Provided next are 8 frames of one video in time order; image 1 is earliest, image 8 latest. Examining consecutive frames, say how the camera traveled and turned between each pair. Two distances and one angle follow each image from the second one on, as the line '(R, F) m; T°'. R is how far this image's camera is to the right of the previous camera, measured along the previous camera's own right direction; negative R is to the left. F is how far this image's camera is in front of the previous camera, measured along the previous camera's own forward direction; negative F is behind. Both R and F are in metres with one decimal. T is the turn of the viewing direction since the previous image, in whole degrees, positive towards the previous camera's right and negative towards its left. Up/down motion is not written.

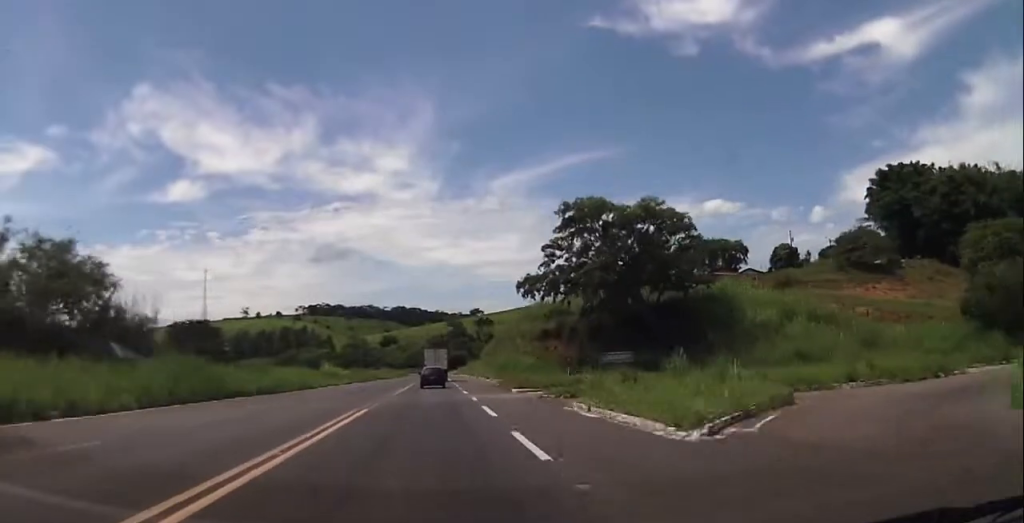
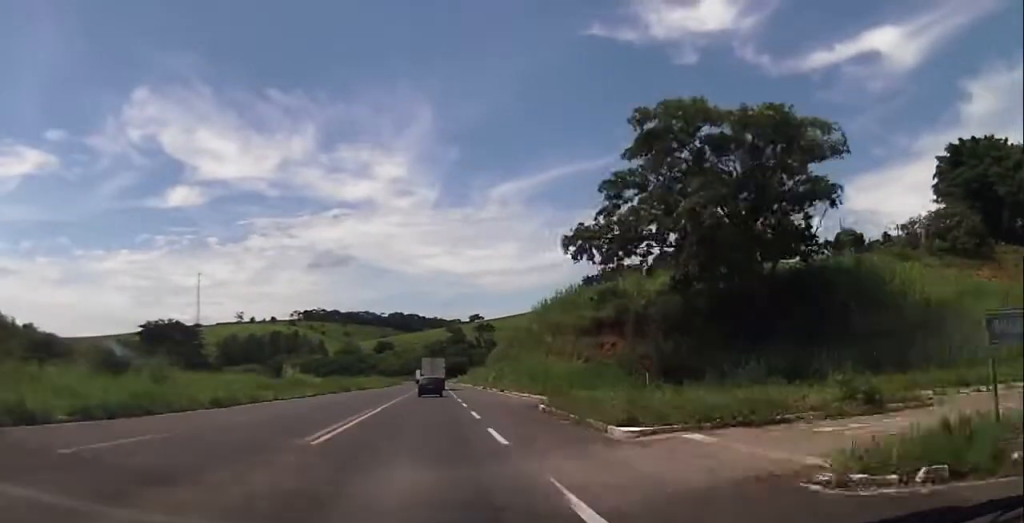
(-2.8, +20.2) m; -8°
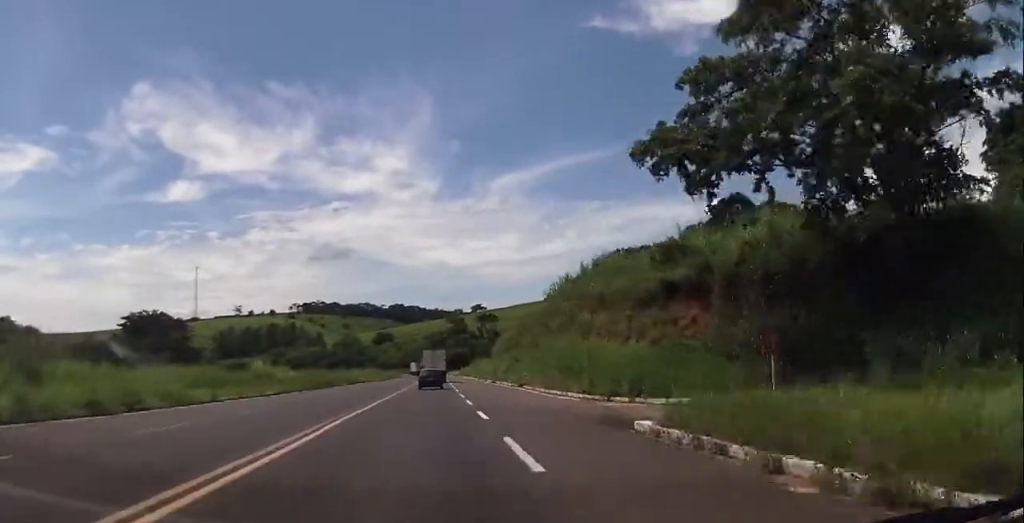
(-2.9, +12.9) m; -5°
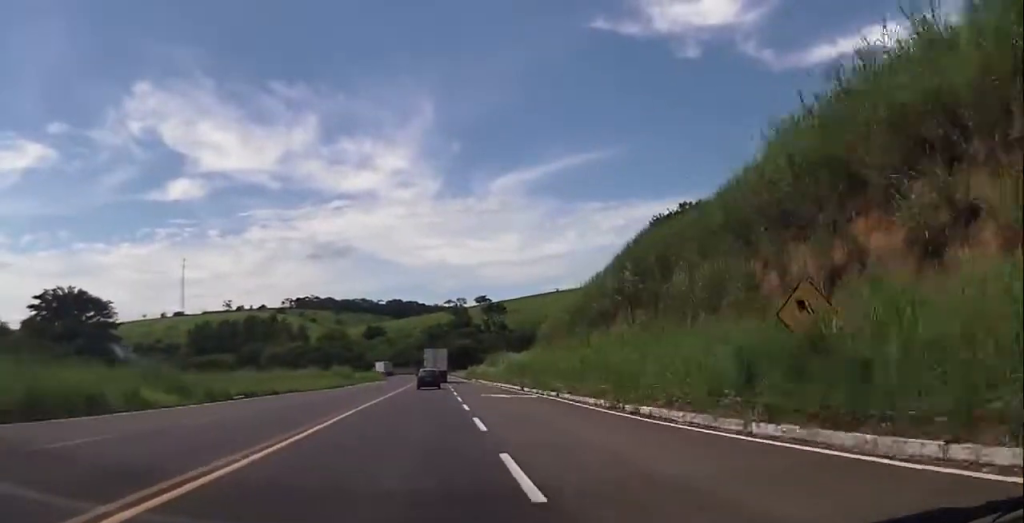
(+8.0, +48.2) m; +10°
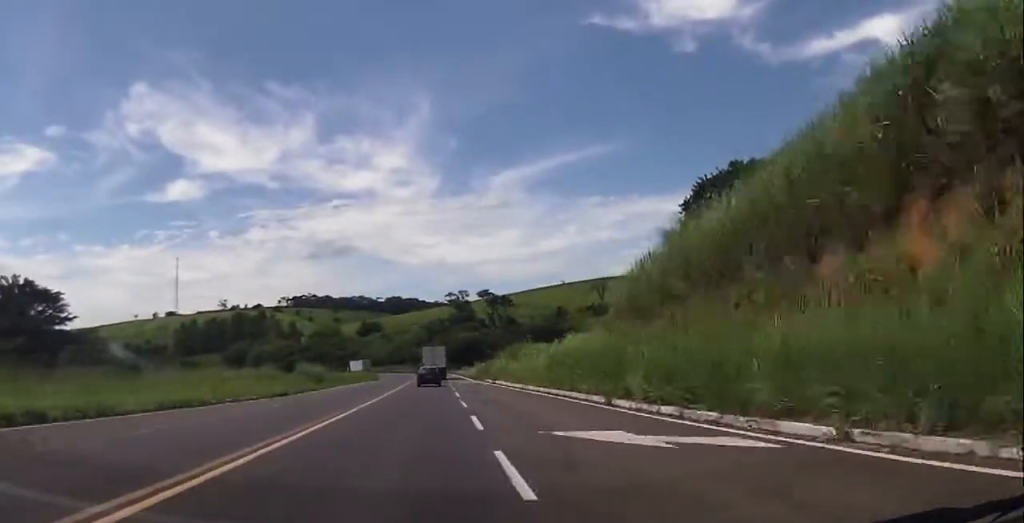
(-0.1, +23.2) m; -1°
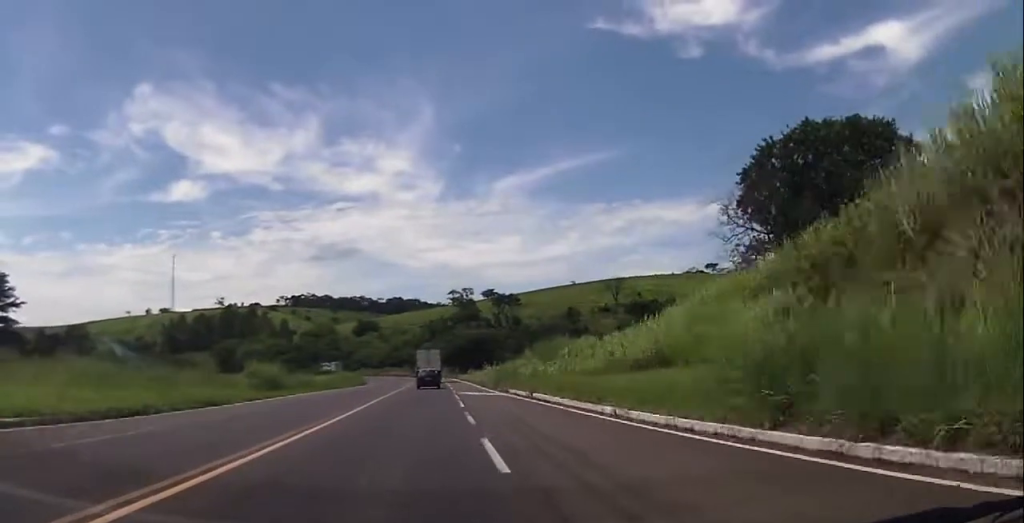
(-0.2, +20.4) m; 0°
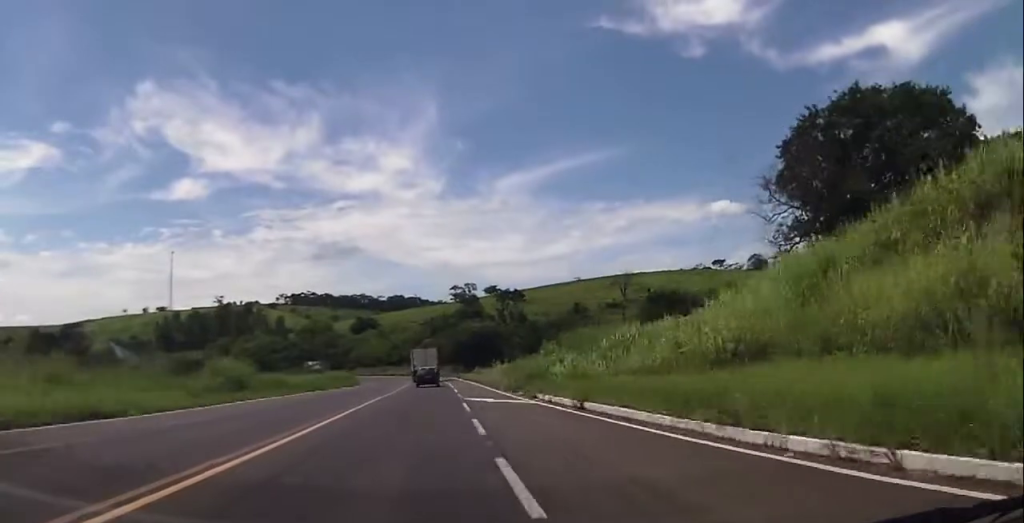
(-0.1, +11.0) m; 0°
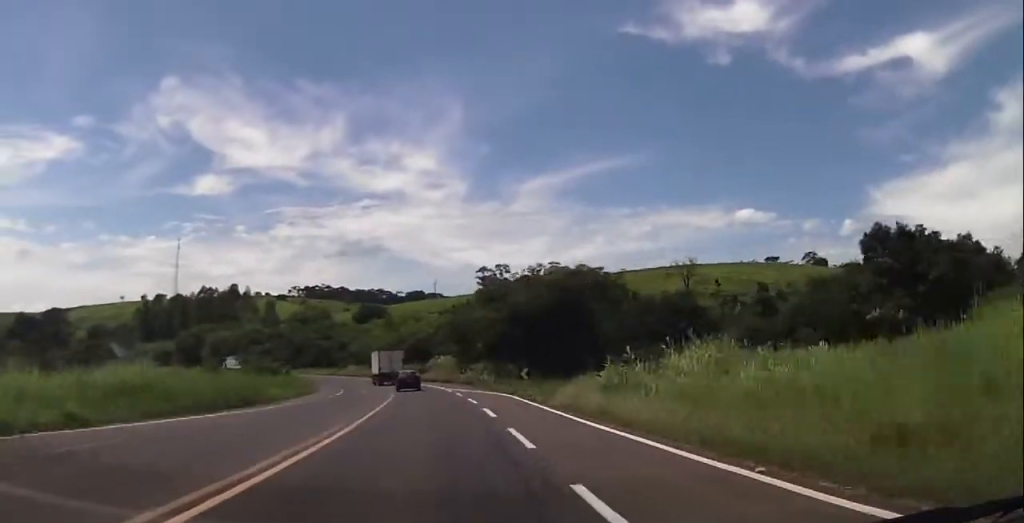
(+0.6, +50.6) m; +9°
